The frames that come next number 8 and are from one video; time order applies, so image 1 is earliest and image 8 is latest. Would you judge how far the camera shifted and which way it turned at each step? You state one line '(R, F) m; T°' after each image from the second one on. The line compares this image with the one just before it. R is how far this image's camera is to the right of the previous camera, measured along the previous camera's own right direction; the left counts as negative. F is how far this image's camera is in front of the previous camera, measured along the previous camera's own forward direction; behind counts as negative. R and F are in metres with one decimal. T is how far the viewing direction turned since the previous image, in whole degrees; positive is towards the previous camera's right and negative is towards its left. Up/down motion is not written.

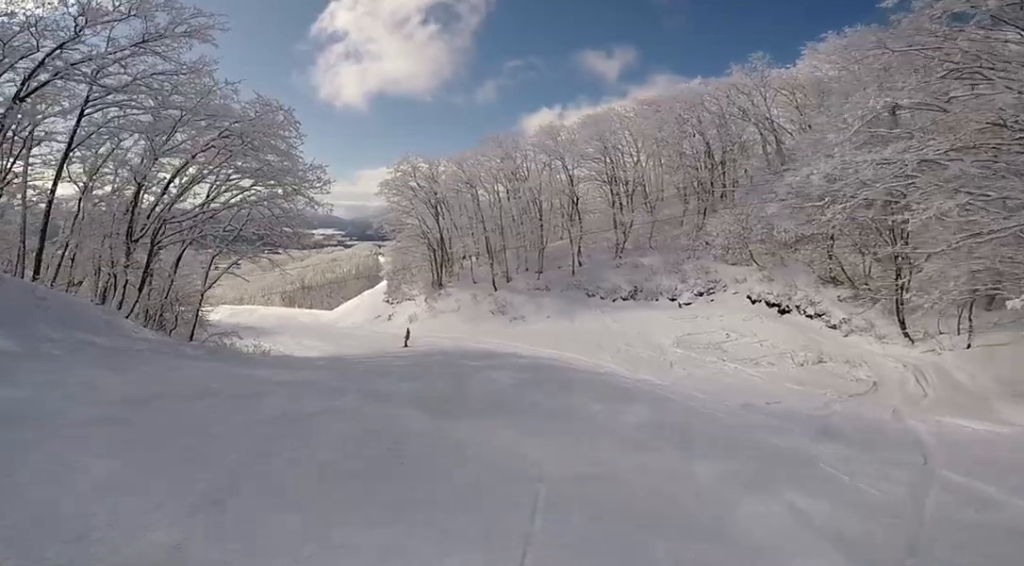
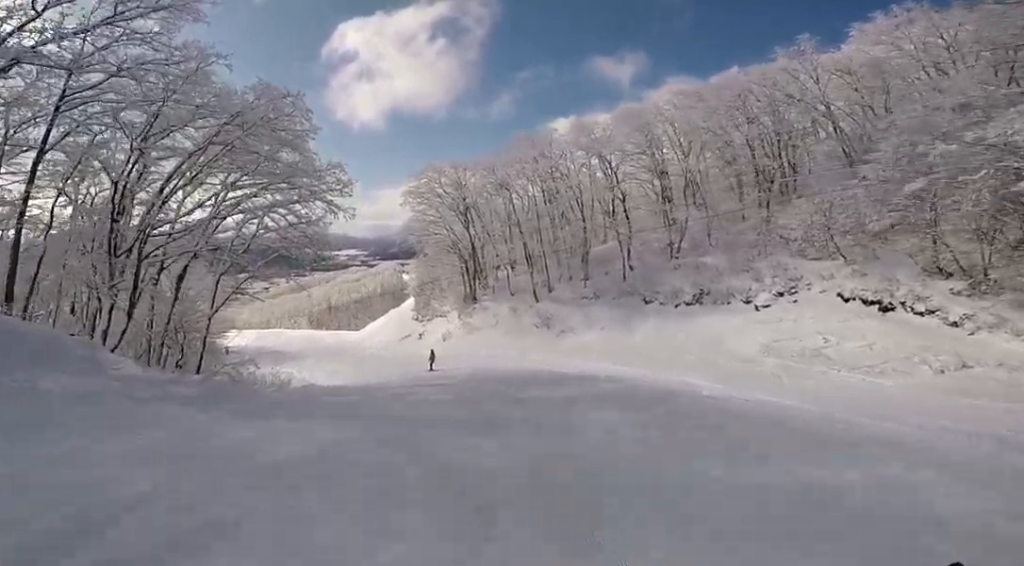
(-0.4, +4.8) m; +2°
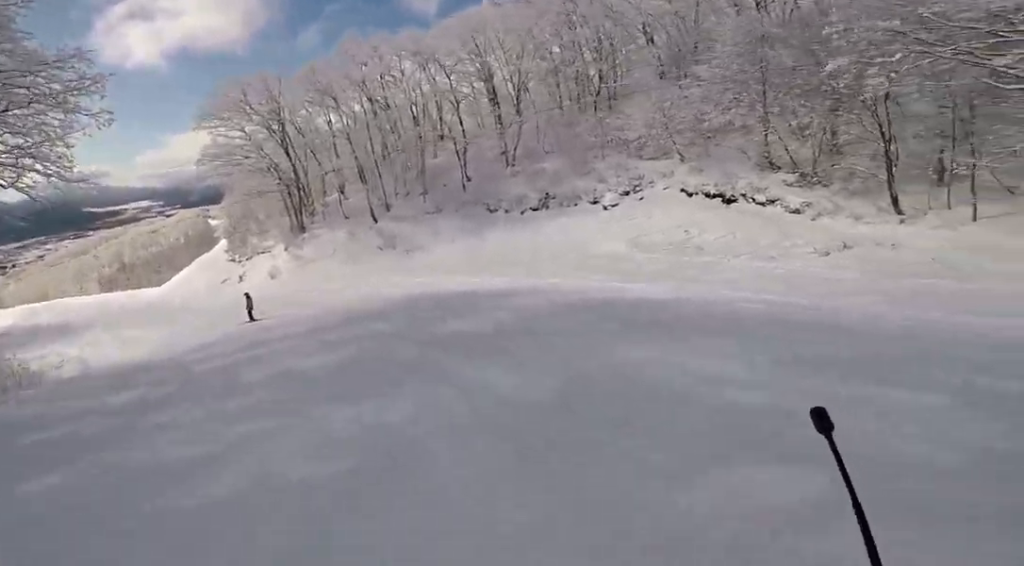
(+0.8, +6.1) m; +9°
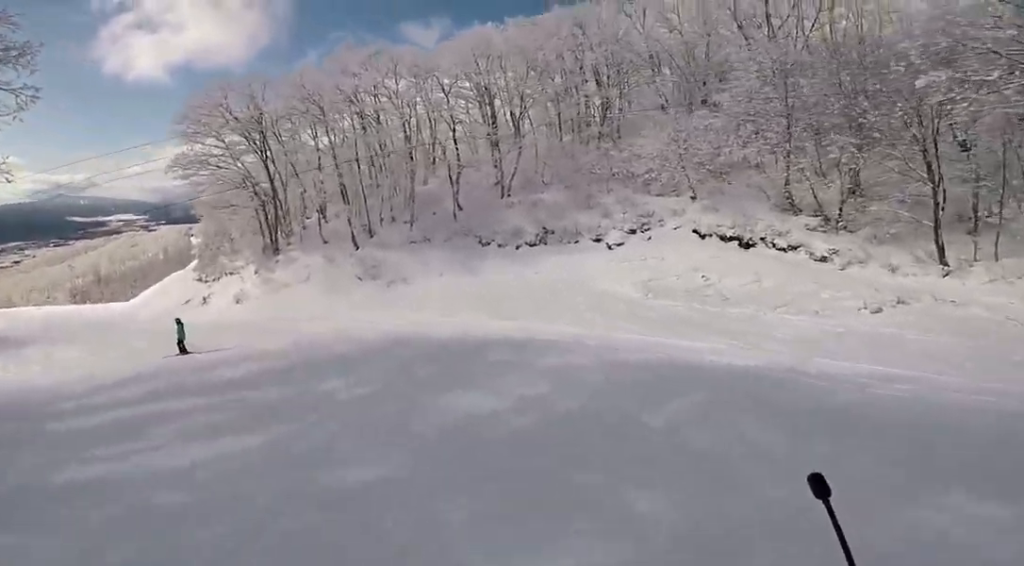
(0.0, +3.7) m; +3°
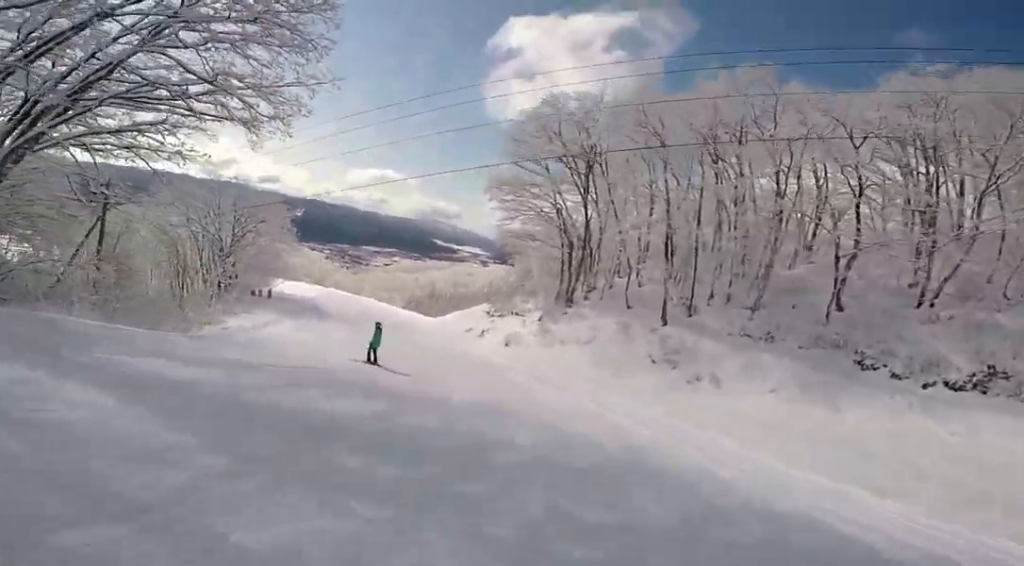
(+0.3, +5.3) m; -17°
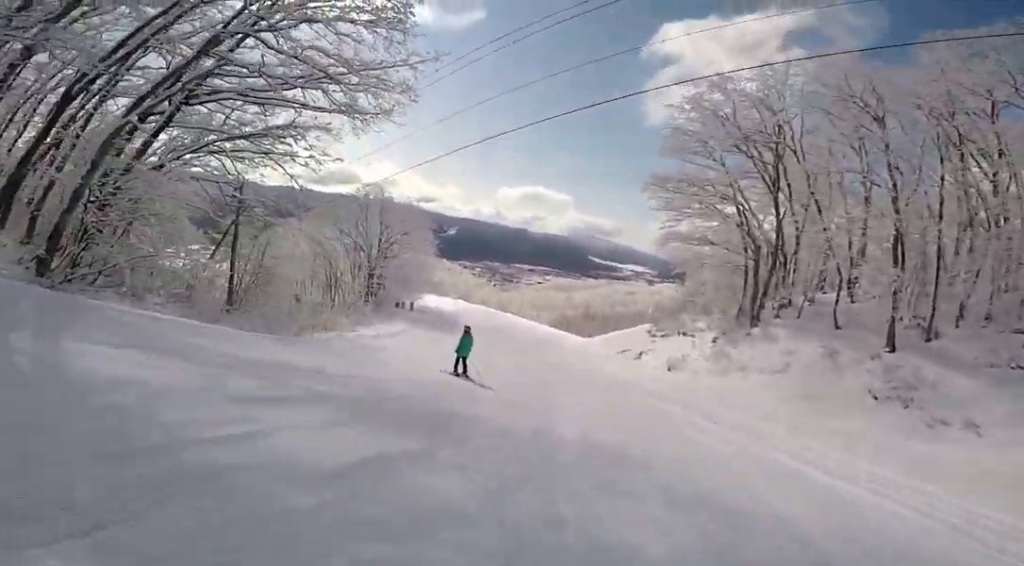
(-0.6, +2.9) m; -16°
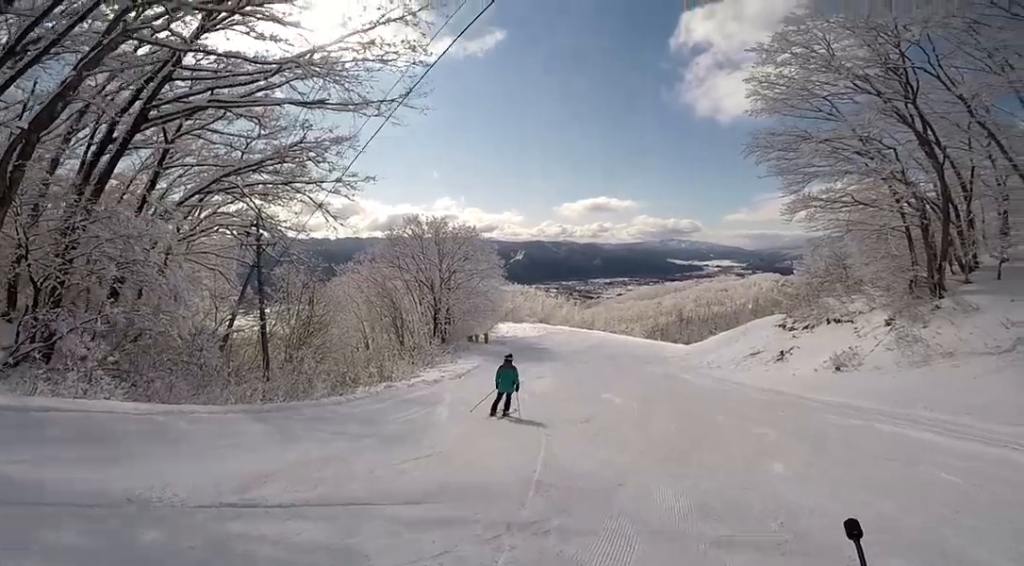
(-2.0, +6.0) m; -20°
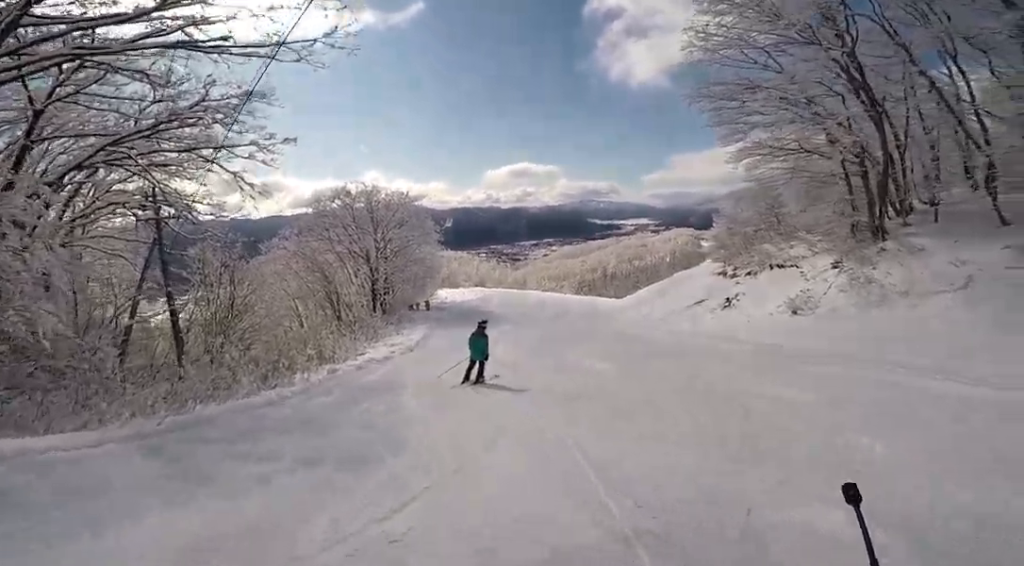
(-0.3, +2.8) m; +1°
